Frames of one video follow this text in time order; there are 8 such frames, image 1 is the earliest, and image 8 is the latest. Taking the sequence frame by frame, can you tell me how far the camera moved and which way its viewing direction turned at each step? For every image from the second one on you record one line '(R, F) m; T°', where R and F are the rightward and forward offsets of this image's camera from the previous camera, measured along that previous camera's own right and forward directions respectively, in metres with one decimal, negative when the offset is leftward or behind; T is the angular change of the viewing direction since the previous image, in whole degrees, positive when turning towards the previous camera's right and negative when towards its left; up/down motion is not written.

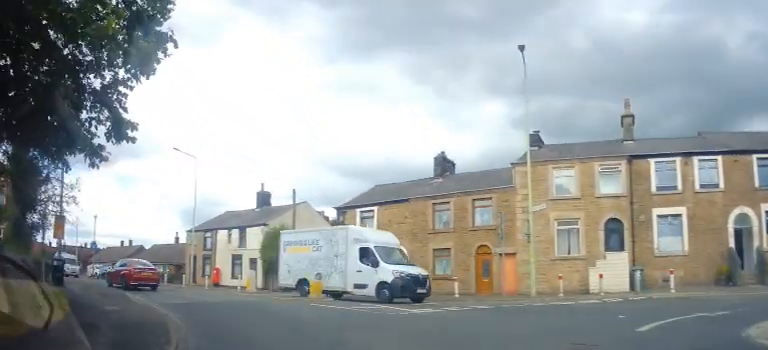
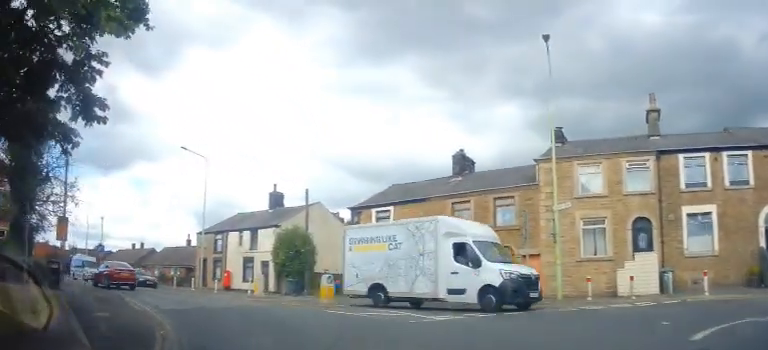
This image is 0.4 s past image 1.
(-0.2, +1.2) m; 0°
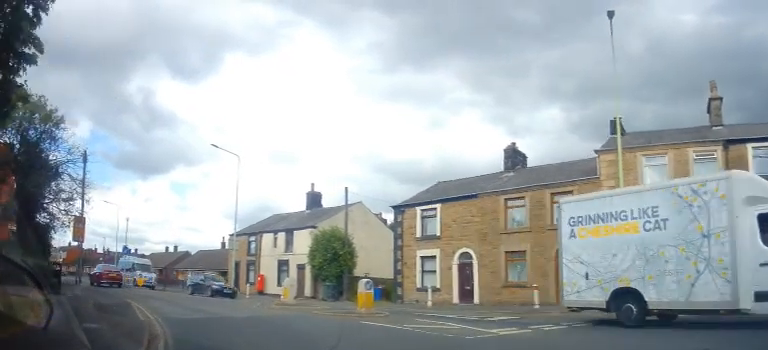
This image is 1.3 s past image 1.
(0.0, +2.3) m; -1°
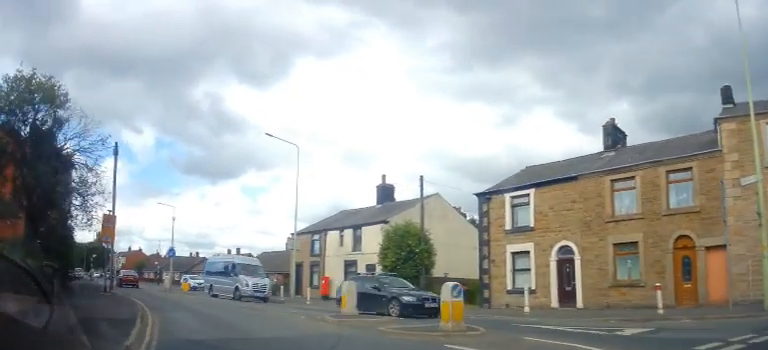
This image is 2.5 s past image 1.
(-0.1, +3.5) m; -12°
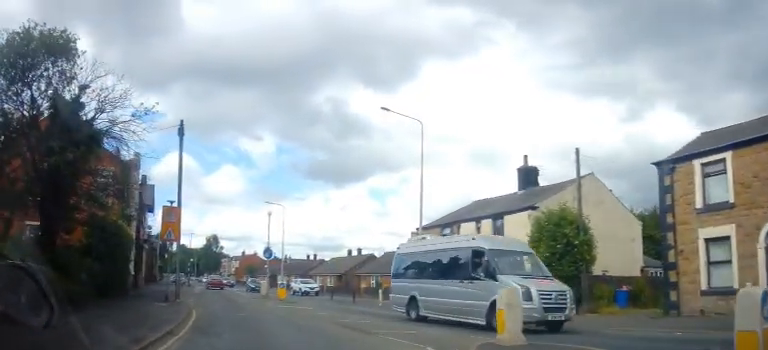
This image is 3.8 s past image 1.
(-0.8, +5.0) m; -20°
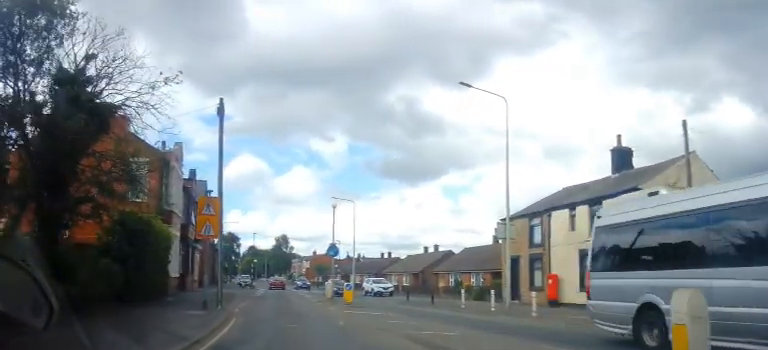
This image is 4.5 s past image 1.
(-0.4, +3.2) m; -6°
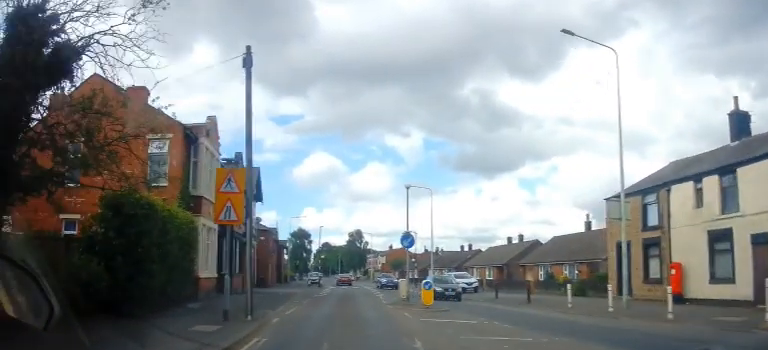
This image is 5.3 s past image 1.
(-0.3, +4.5) m; -7°
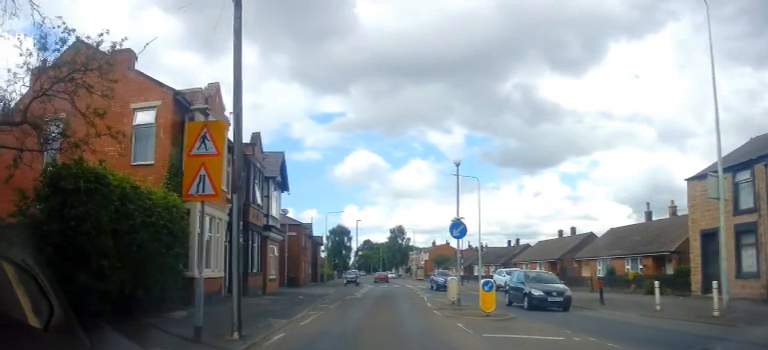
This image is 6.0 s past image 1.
(-0.1, +3.7) m; -5°
